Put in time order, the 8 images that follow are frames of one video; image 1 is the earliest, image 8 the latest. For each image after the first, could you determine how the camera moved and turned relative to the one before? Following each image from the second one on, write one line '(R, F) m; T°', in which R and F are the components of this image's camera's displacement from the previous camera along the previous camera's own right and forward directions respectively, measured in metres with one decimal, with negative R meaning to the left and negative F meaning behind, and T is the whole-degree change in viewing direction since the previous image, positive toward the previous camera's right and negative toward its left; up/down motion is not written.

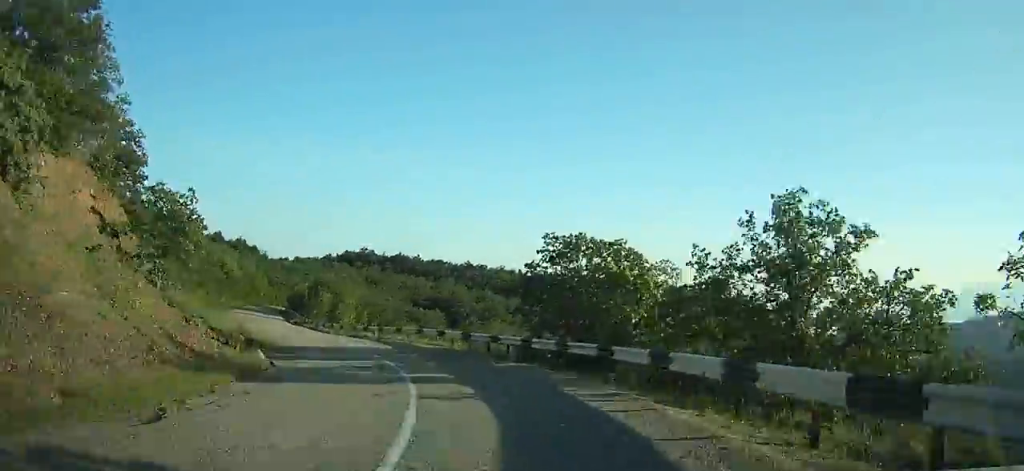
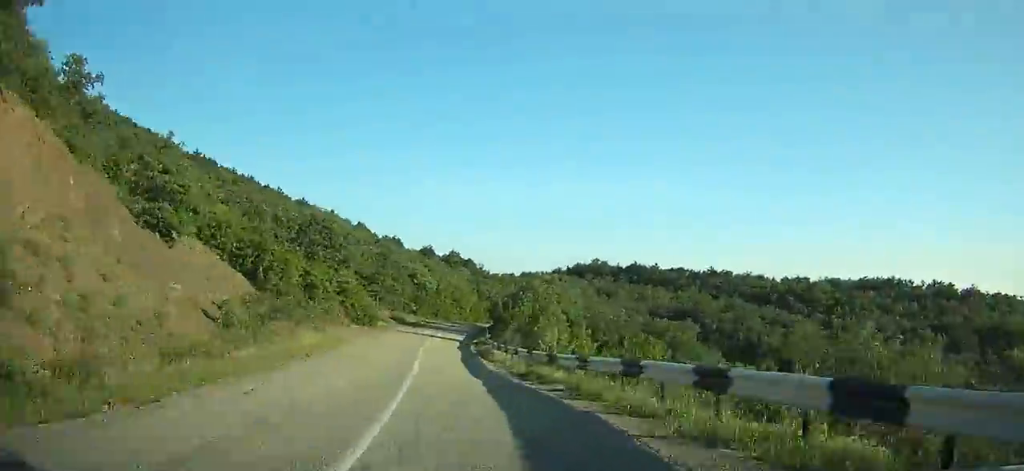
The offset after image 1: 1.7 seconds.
(-2.7, +23.3) m; -13°
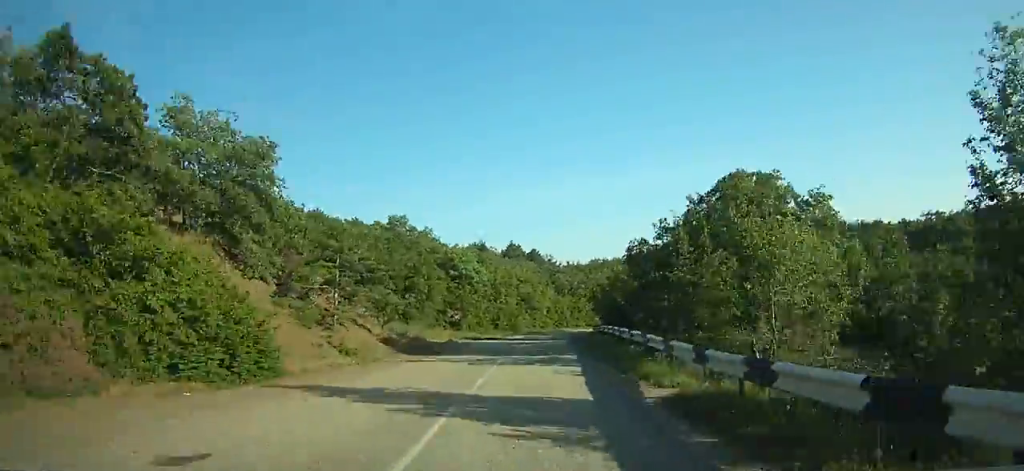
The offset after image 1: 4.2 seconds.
(-6.0, +33.3) m; -9°
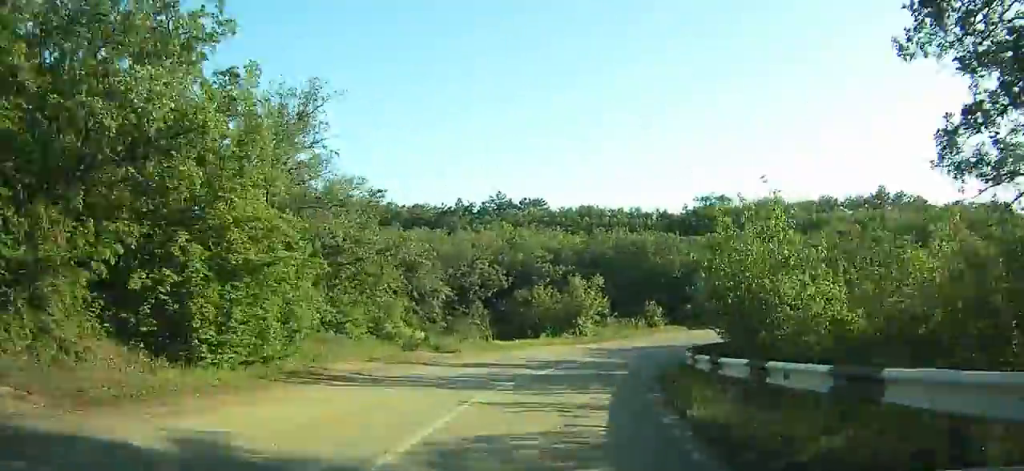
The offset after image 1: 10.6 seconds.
(+11.5, +79.3) m; +35°
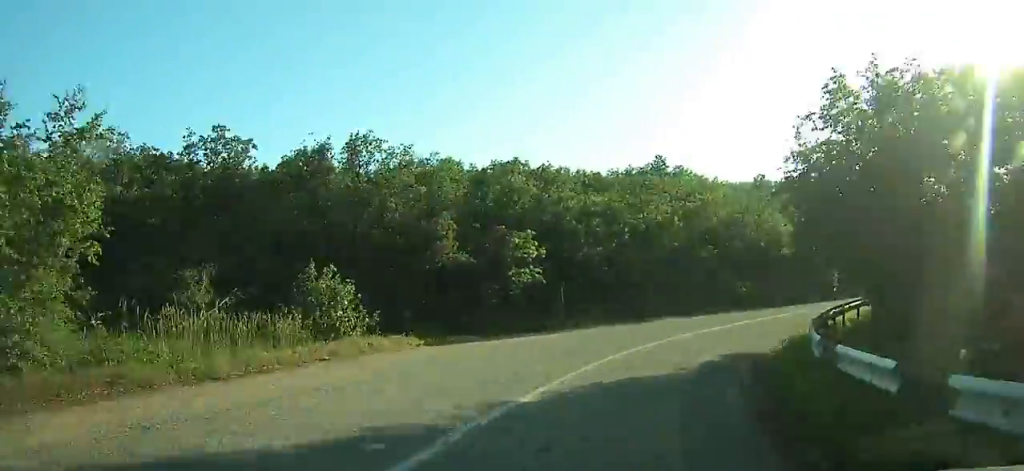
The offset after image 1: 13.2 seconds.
(+7.5, +28.1) m; +33°
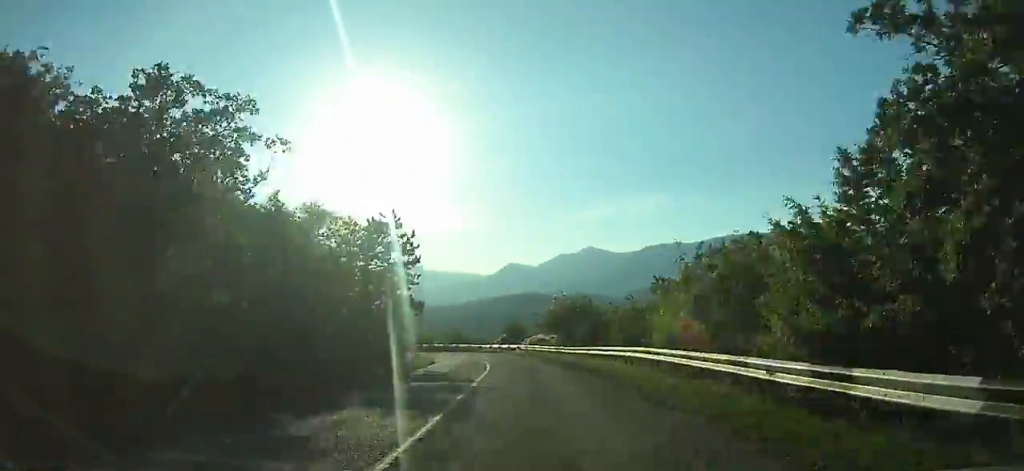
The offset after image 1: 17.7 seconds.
(+23.3, +40.5) m; +48°
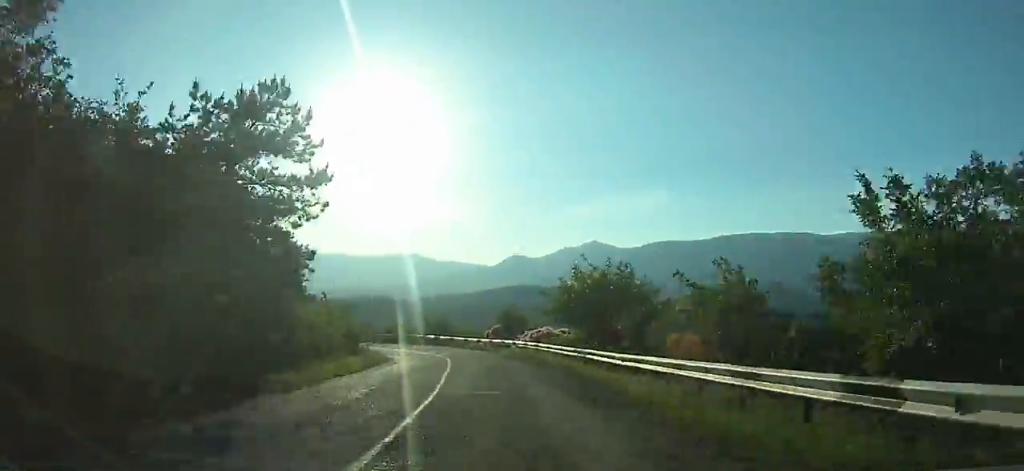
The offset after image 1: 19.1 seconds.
(+2.1, +15.4) m; +4°
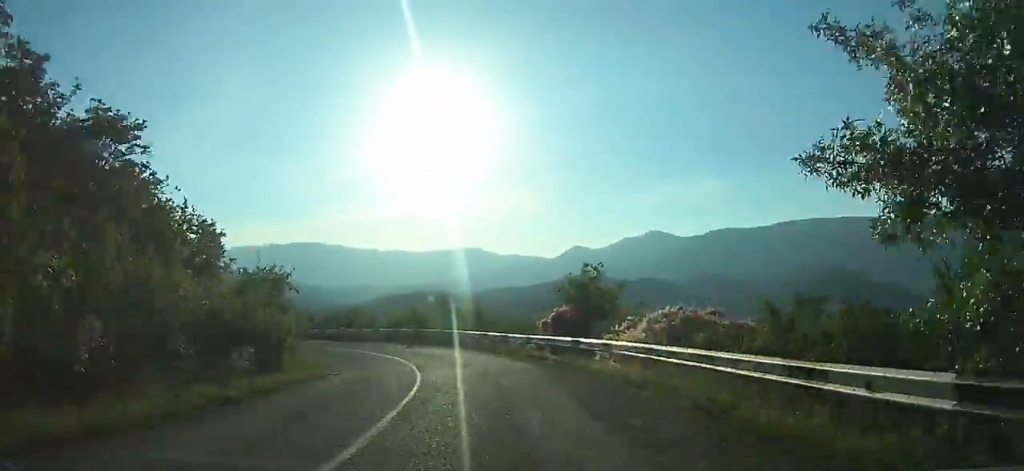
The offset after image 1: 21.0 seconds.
(+1.1, +21.1) m; -1°
